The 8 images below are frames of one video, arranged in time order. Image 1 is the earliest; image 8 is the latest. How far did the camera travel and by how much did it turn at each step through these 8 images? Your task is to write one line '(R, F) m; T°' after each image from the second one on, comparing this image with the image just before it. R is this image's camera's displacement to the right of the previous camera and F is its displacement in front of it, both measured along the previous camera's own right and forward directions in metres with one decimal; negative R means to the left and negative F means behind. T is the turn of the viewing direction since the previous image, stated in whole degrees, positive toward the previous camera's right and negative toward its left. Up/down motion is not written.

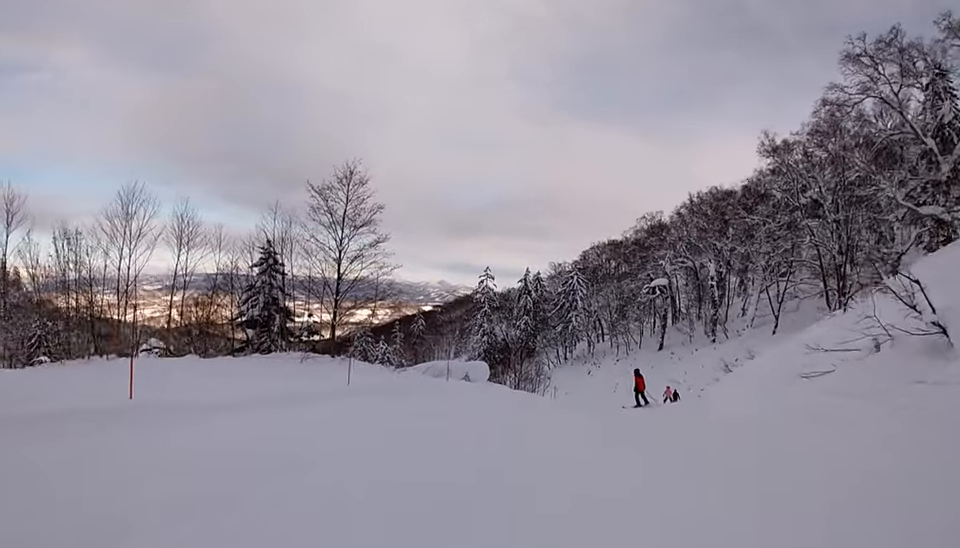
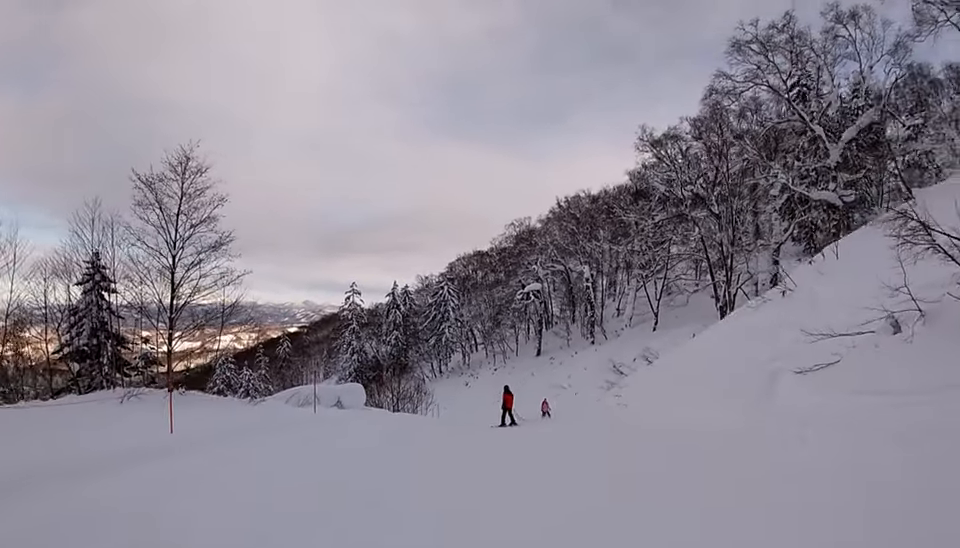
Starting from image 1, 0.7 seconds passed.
(0.0, +4.0) m; 0°
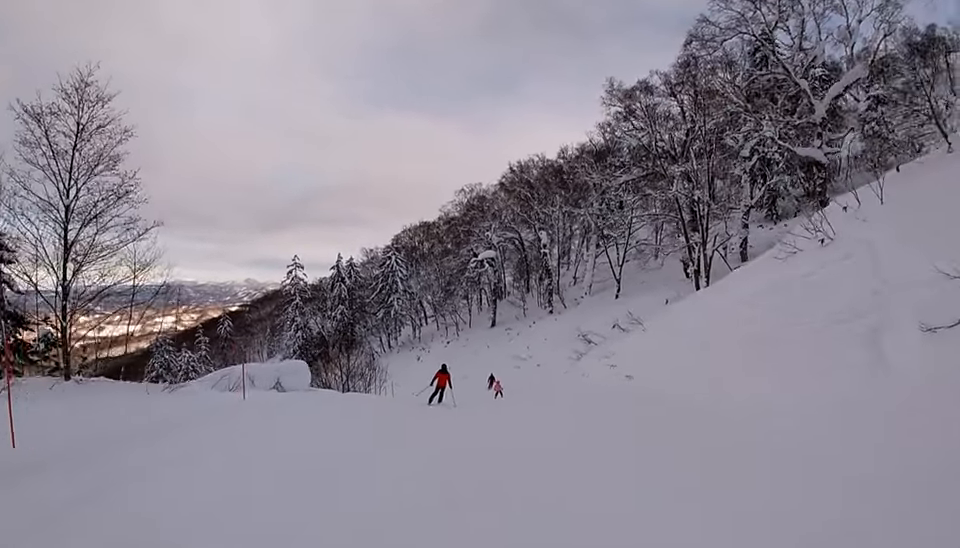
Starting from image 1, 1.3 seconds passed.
(0.0, +3.6) m; 0°
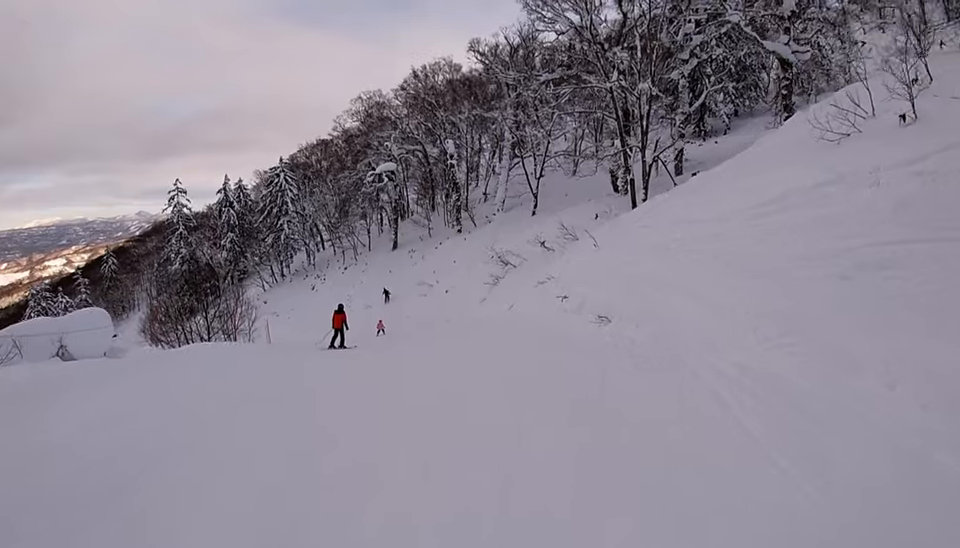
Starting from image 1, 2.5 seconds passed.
(+0.3, +6.7) m; +13°
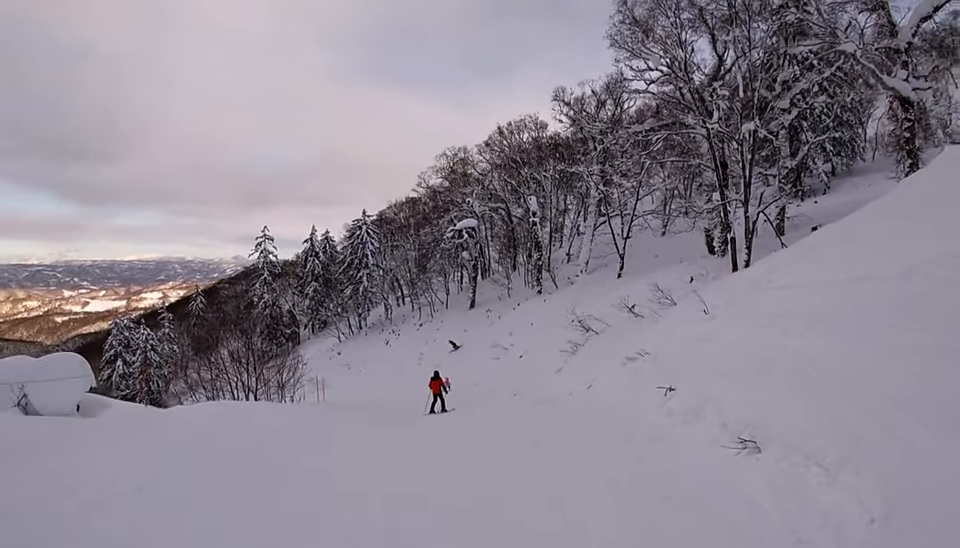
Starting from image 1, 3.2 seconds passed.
(+1.2, +3.9) m; -12°
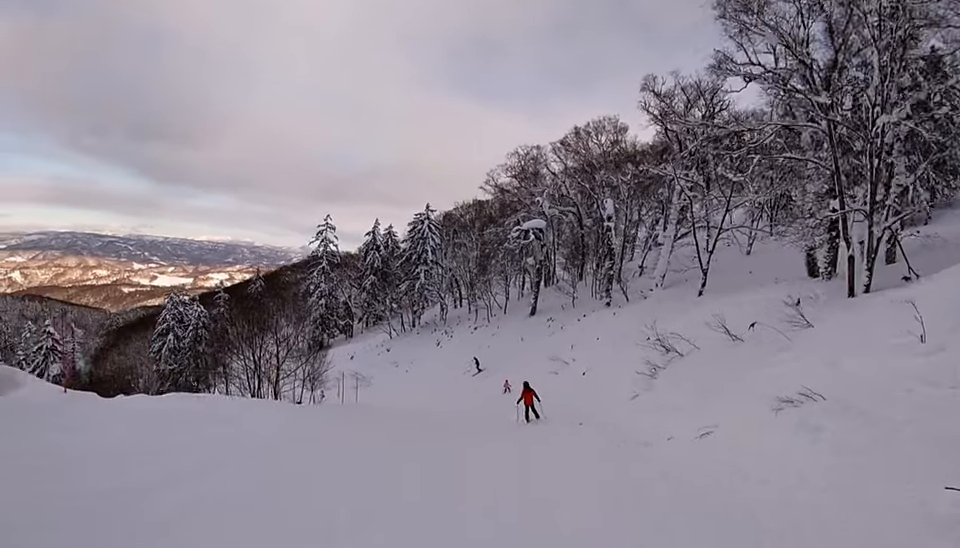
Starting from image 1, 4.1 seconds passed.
(-1.6, +4.2) m; -11°
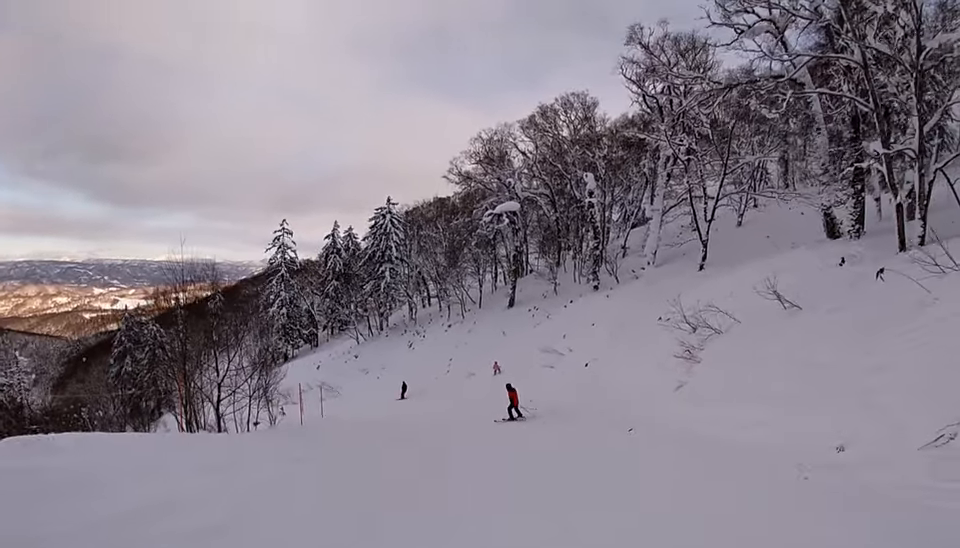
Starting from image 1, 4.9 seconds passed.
(-0.1, +4.8) m; +8°
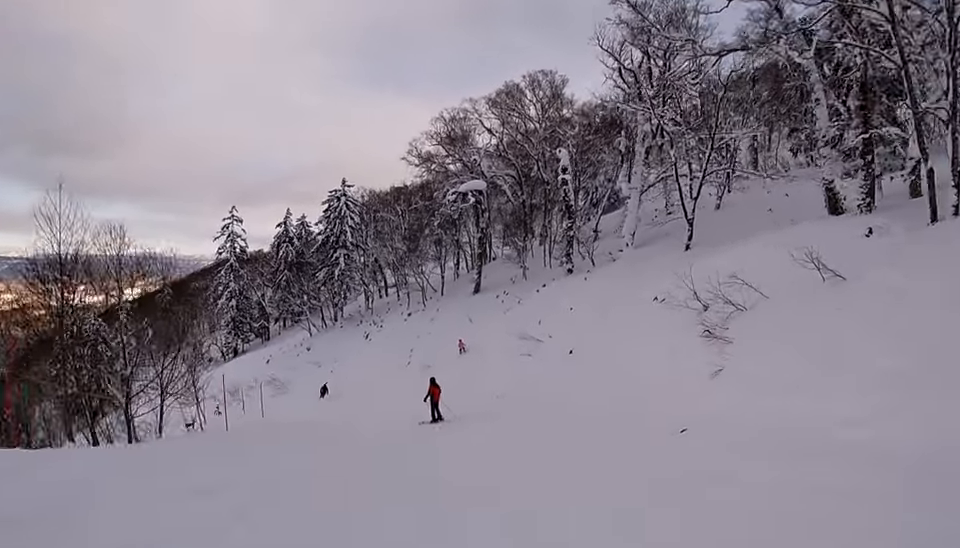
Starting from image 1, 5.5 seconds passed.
(+0.3, +3.6) m; +12°
